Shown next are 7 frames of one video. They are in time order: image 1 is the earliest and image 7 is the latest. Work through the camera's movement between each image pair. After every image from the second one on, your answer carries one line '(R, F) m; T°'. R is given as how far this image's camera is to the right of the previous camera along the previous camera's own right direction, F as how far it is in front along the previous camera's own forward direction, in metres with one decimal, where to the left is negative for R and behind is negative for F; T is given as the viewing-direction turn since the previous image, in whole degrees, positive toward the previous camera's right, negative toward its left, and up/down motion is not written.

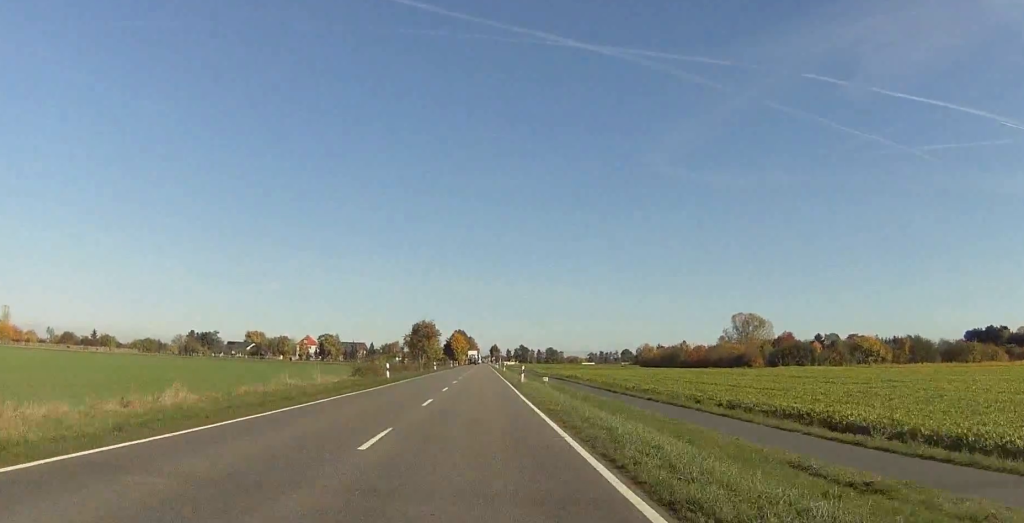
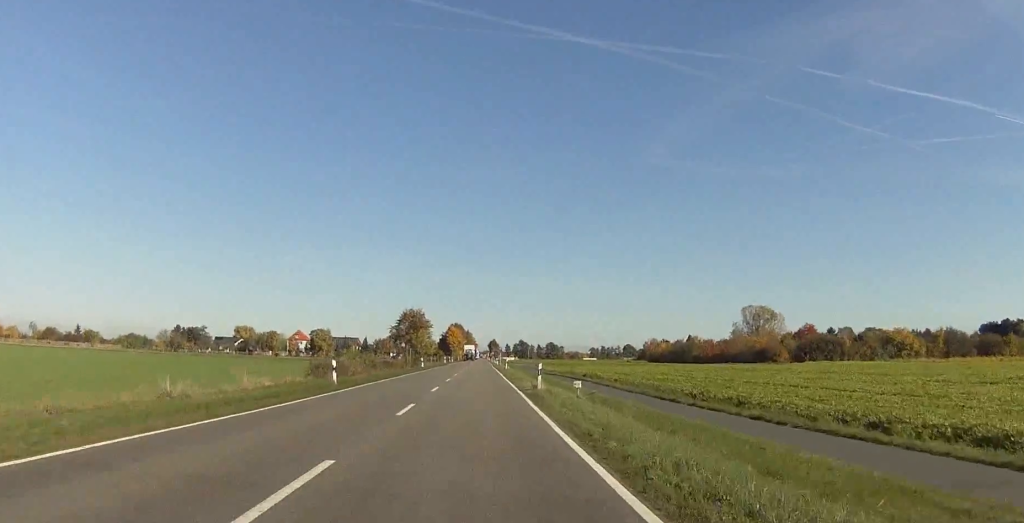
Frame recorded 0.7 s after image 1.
(-0.2, +18.1) m; 0°
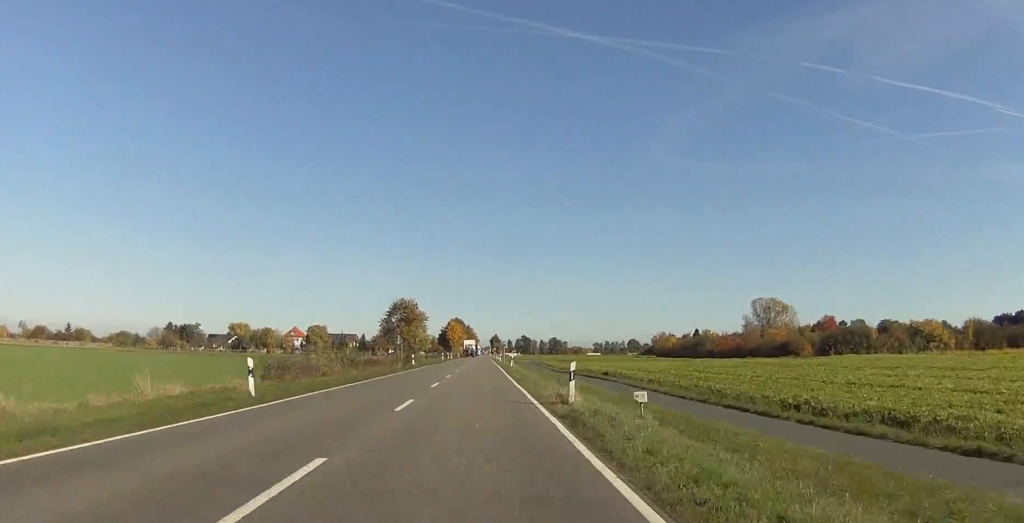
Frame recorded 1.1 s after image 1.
(0.0, +12.6) m; 0°
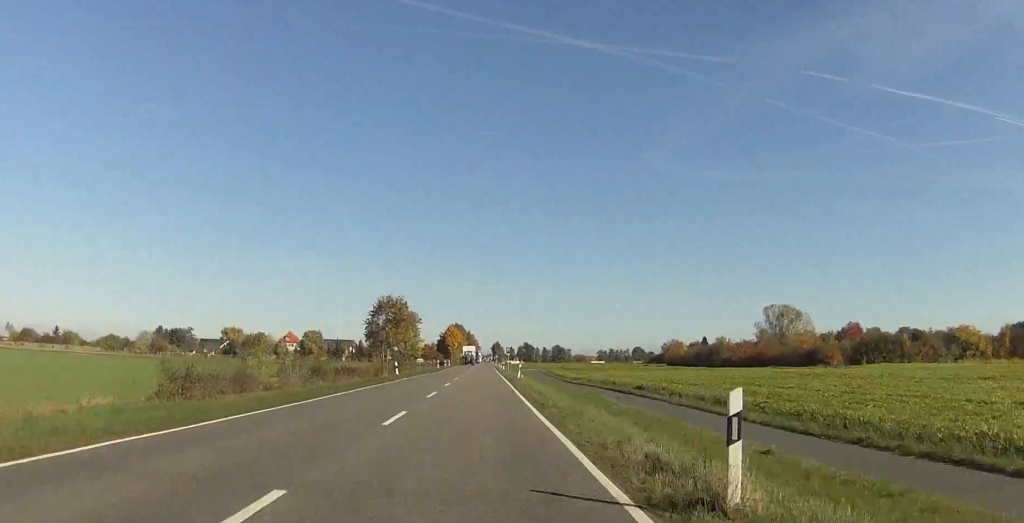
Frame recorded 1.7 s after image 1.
(+0.1, +14.3) m; 0°
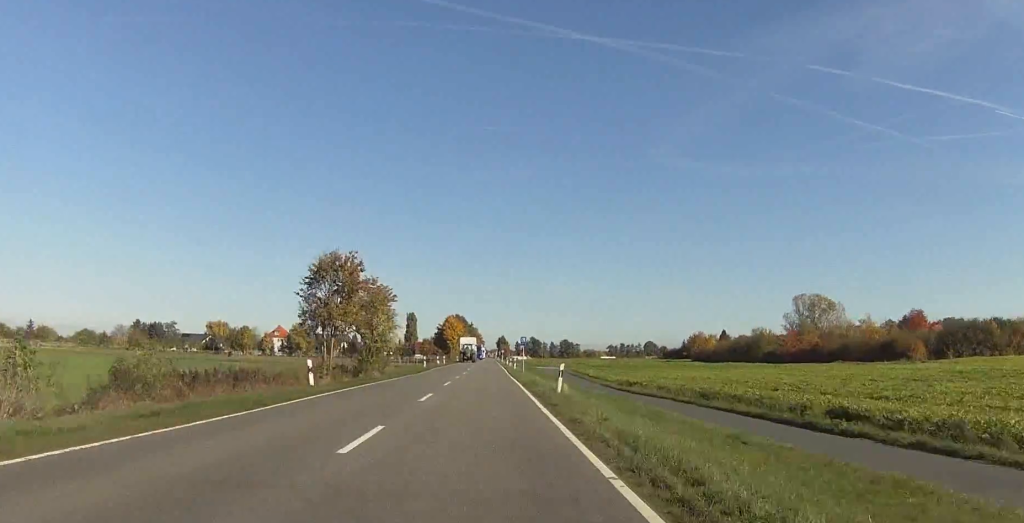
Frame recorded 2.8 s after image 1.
(+0.1, +29.9) m; 0°
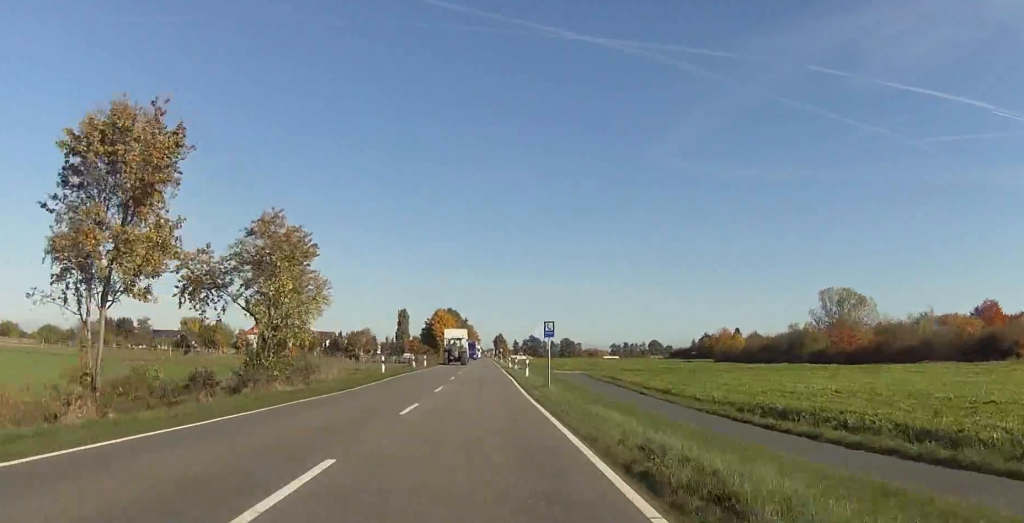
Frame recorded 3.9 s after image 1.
(-0.3, +29.5) m; -1°
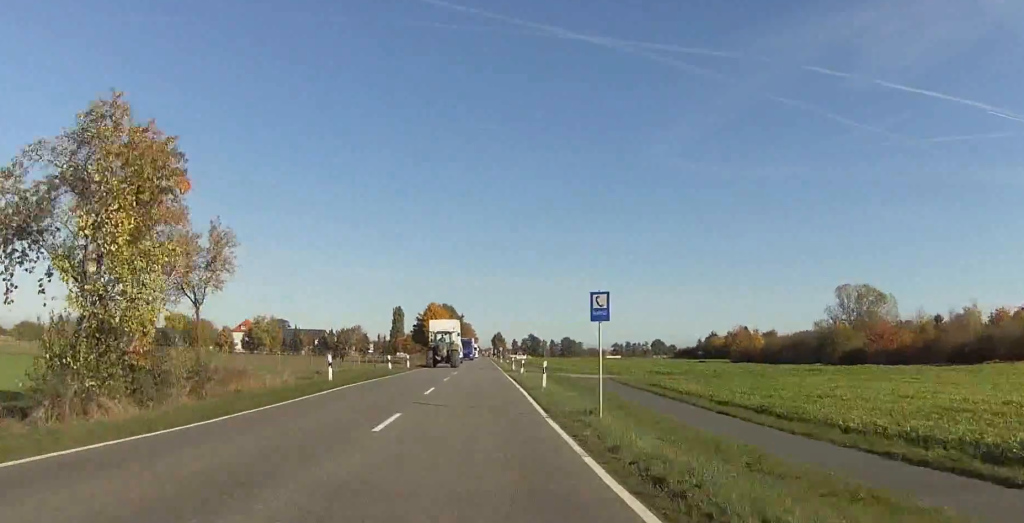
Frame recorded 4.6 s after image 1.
(0.0, +16.3) m; +1°
